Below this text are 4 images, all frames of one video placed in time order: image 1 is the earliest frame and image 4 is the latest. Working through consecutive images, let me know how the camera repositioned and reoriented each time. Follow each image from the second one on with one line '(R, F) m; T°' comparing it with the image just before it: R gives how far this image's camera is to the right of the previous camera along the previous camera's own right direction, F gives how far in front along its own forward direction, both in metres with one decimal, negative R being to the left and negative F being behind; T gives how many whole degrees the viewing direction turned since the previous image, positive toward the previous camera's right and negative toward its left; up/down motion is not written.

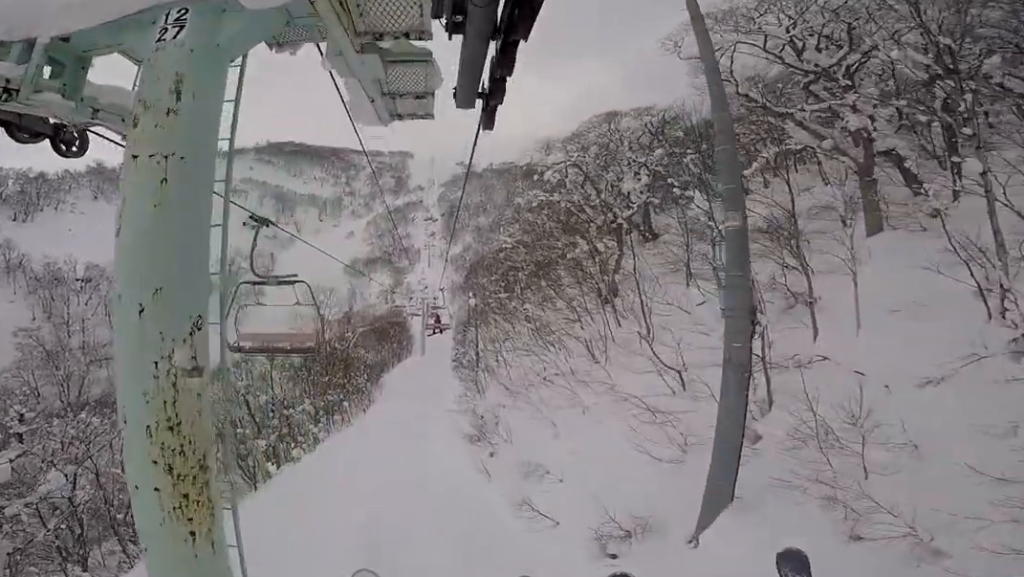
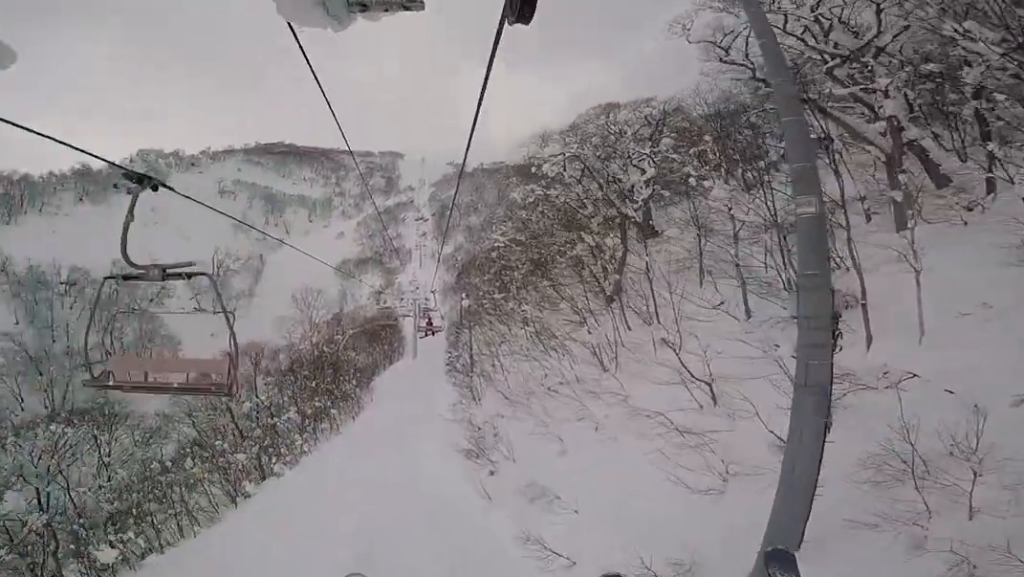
(+0.8, +1.8) m; -1°
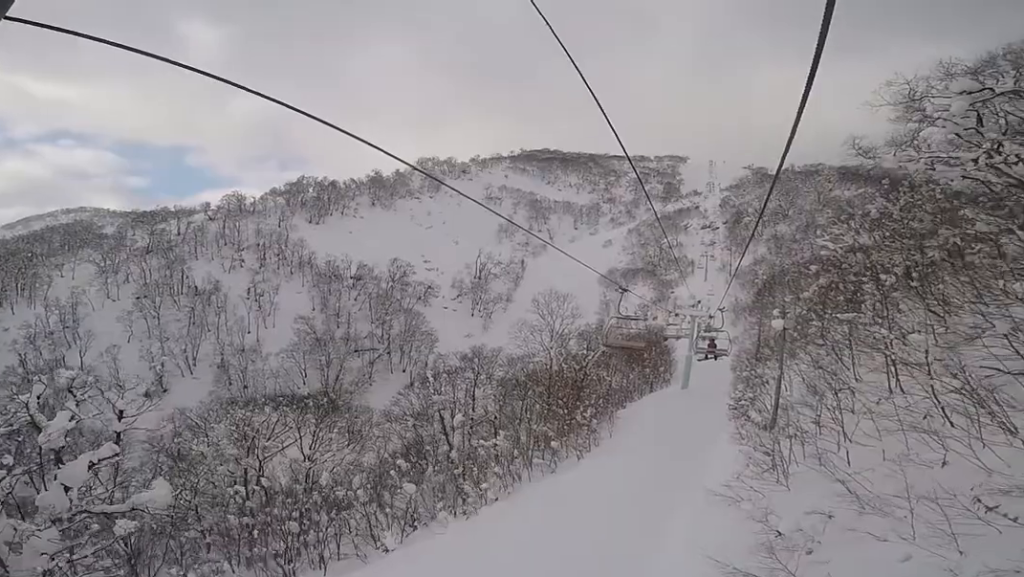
(-0.3, +7.1) m; 0°
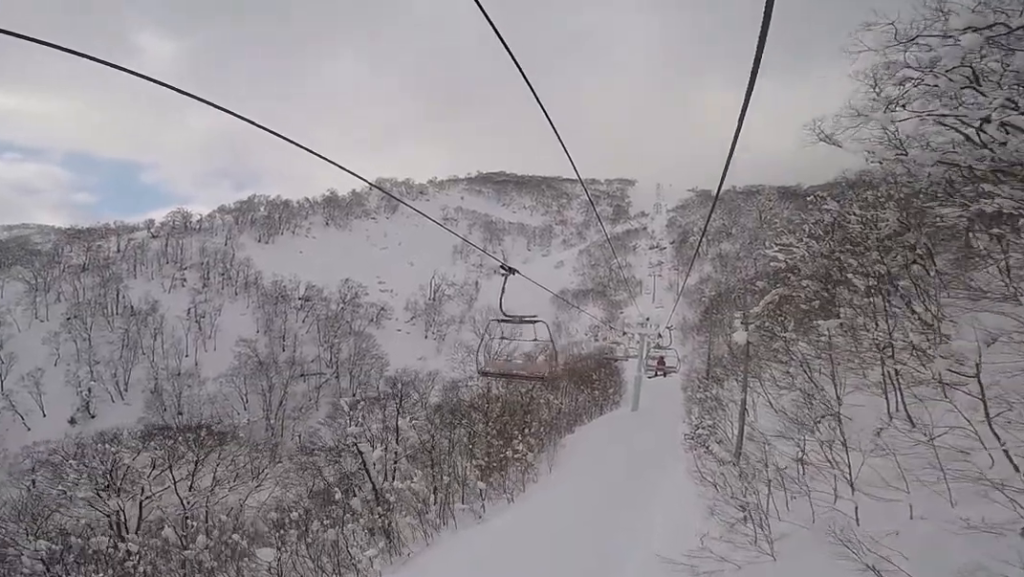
(-0.9, +5.7) m; 0°
